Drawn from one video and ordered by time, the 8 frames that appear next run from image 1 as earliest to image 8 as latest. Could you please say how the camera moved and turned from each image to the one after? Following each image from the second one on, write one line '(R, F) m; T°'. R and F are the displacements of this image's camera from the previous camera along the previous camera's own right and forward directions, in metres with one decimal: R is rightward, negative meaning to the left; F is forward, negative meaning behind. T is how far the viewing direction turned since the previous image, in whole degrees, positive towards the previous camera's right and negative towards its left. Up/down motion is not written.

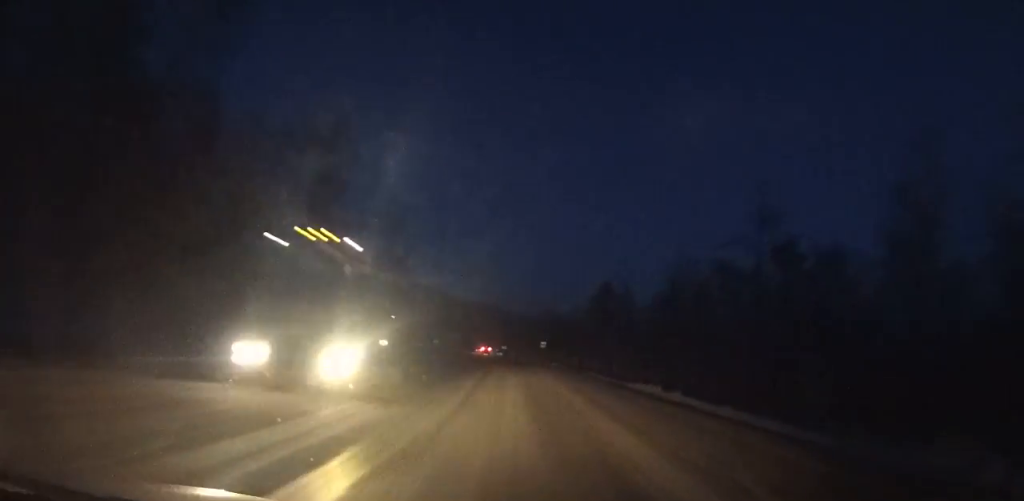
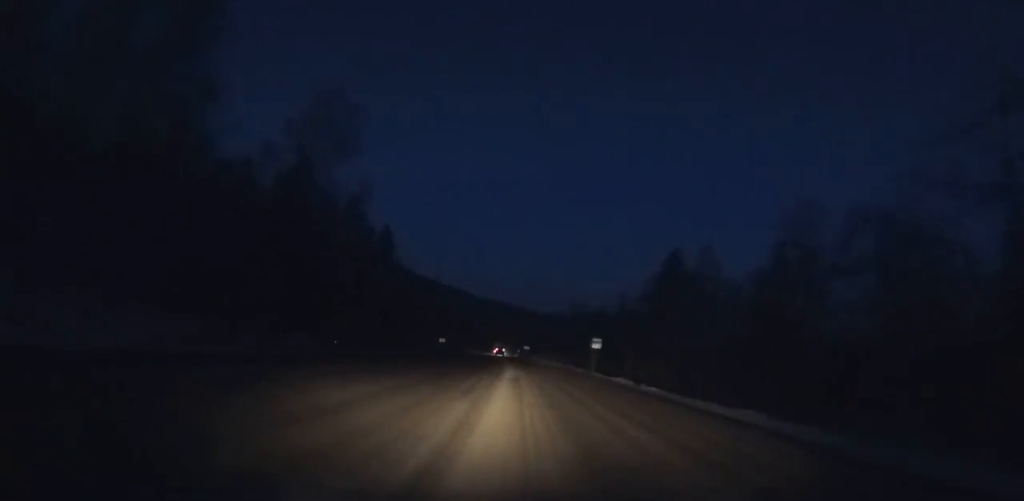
(-0.7, +36.0) m; -2°
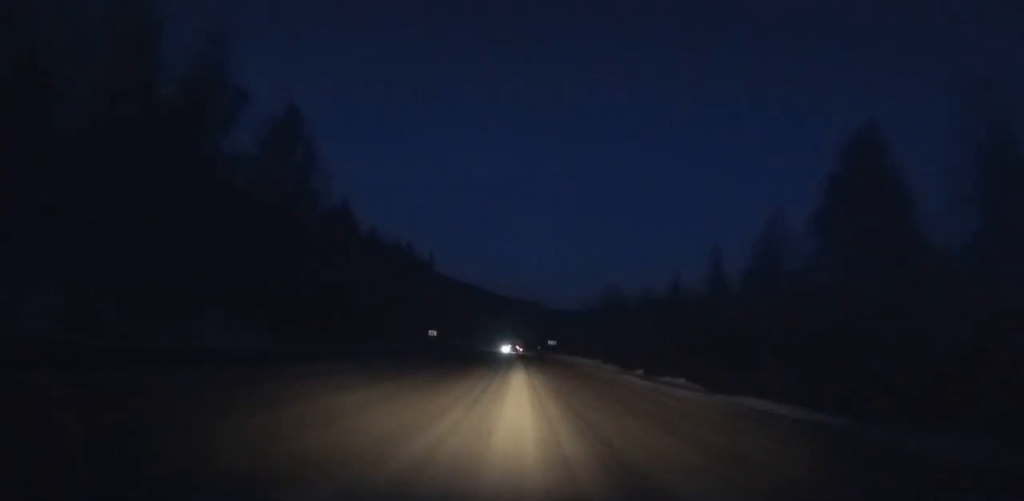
(-1.0, +42.6) m; -1°
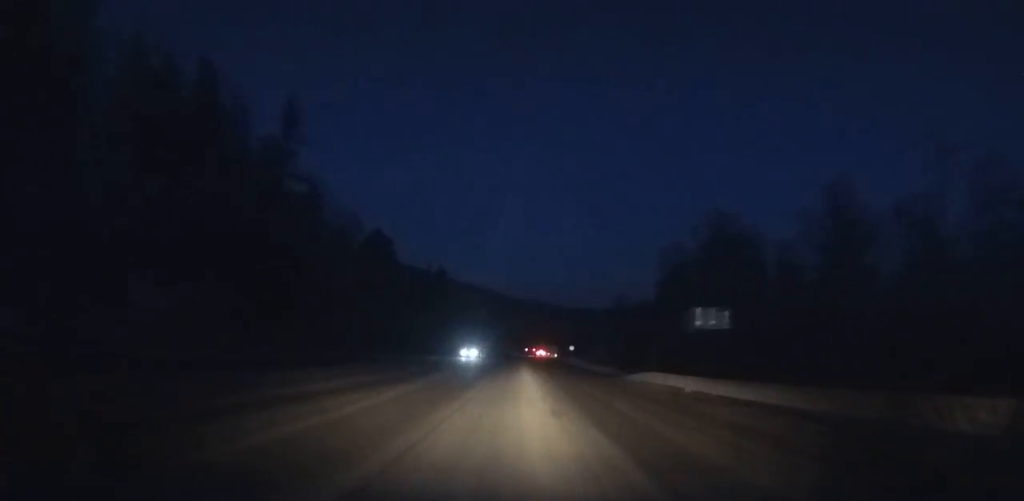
(-0.4, +80.8) m; 0°
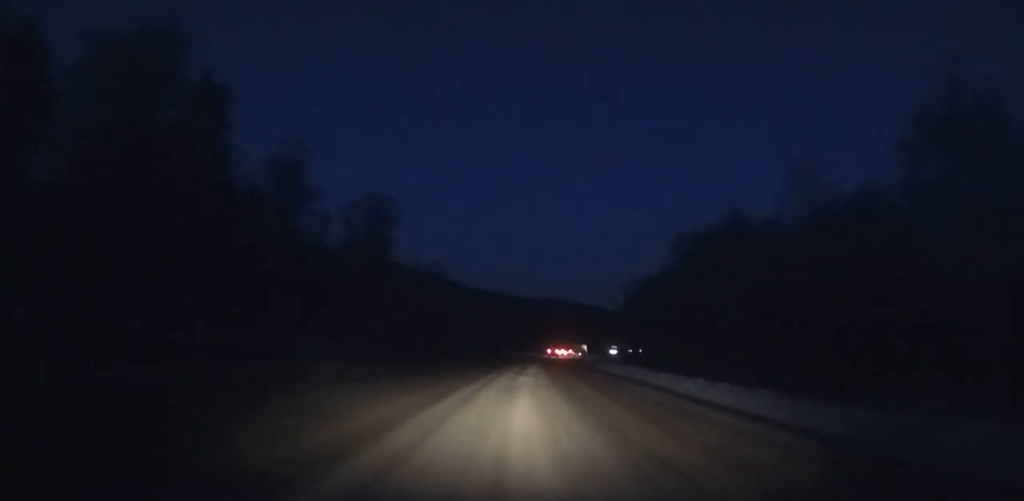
(+4.7, +126.3) m; +6°
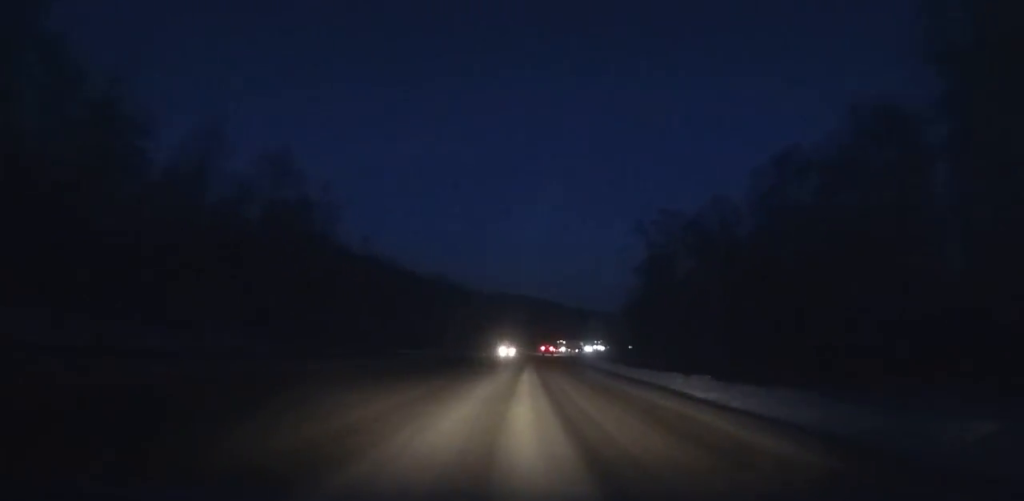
(+1.9, +66.0) m; +4°
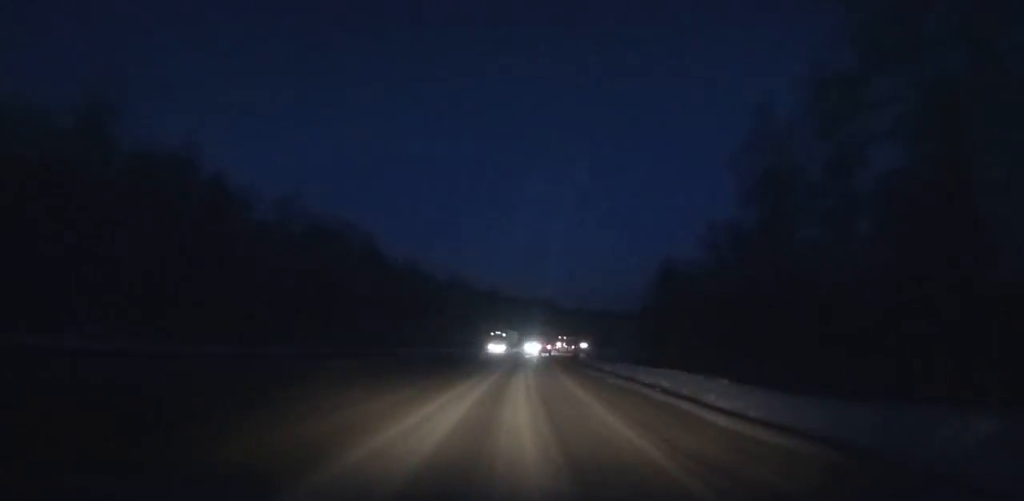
(+2.0, +58.2) m; +4°
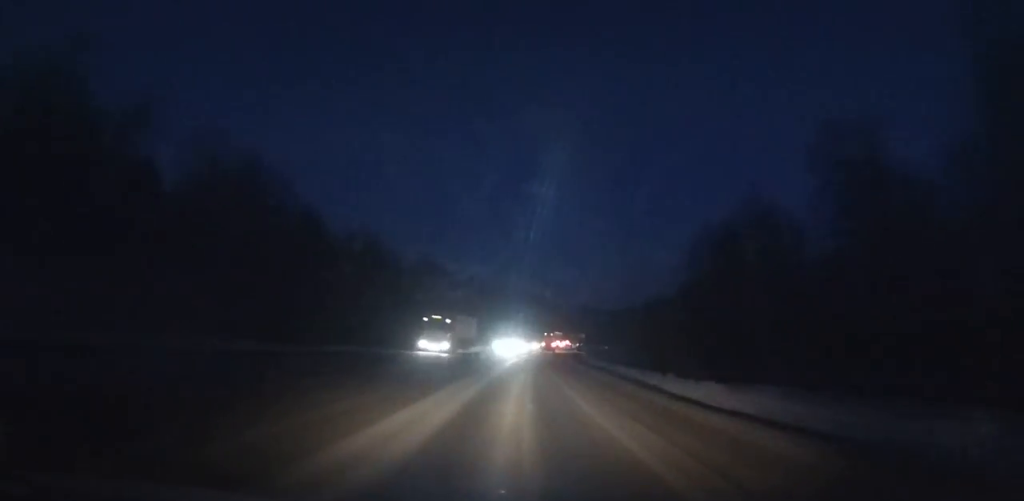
(+0.9, +28.1) m; +2°
